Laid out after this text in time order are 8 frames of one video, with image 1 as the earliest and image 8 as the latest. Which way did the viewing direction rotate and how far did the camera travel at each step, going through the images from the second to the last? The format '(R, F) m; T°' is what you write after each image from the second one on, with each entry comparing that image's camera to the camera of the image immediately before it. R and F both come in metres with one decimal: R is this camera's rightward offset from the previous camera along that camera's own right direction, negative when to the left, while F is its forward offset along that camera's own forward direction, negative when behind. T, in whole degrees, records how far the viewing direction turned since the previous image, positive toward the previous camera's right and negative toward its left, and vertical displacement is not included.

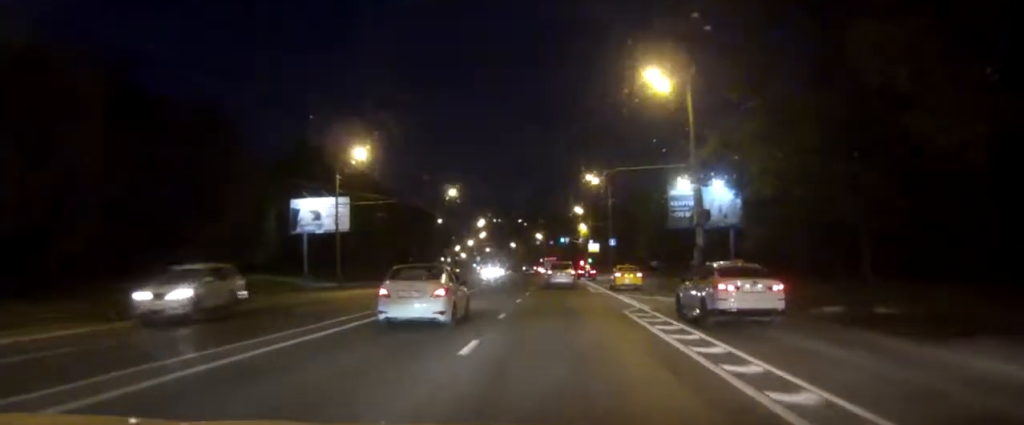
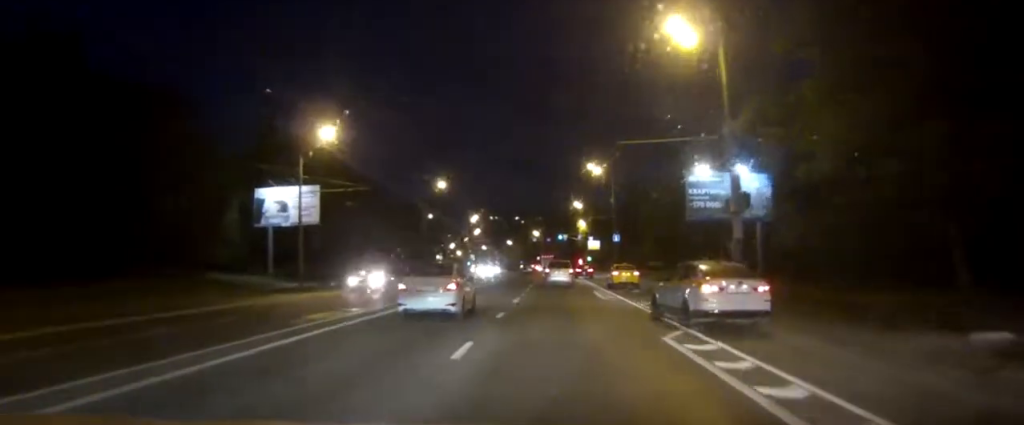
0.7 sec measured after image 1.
(0.0, +8.7) m; 0°
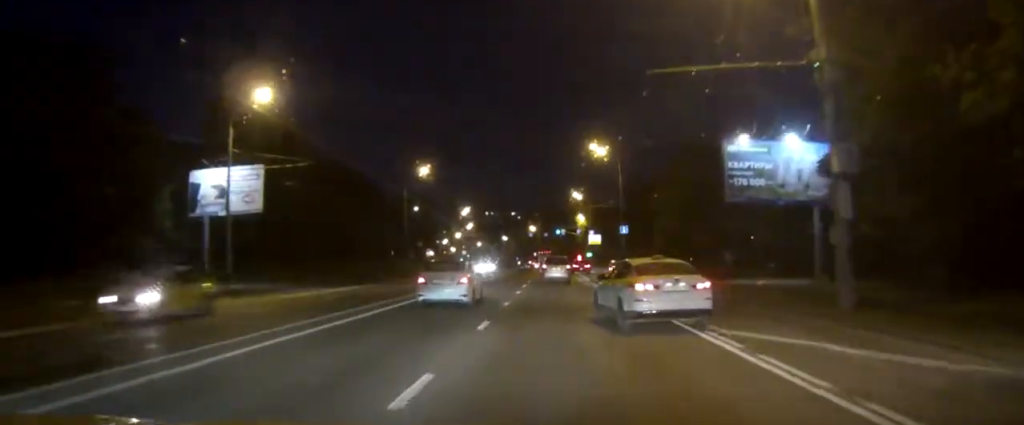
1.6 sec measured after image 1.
(+0.1, +12.0) m; +1°
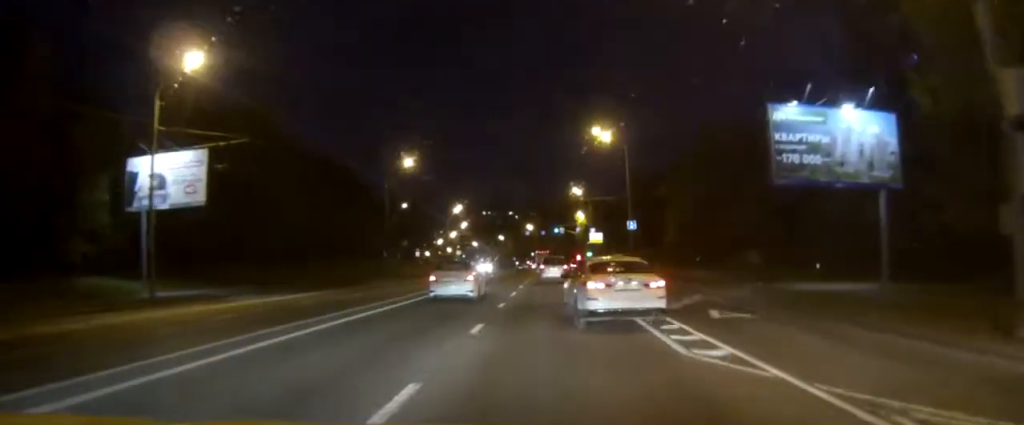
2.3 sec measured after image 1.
(0.0, +8.9) m; 0°
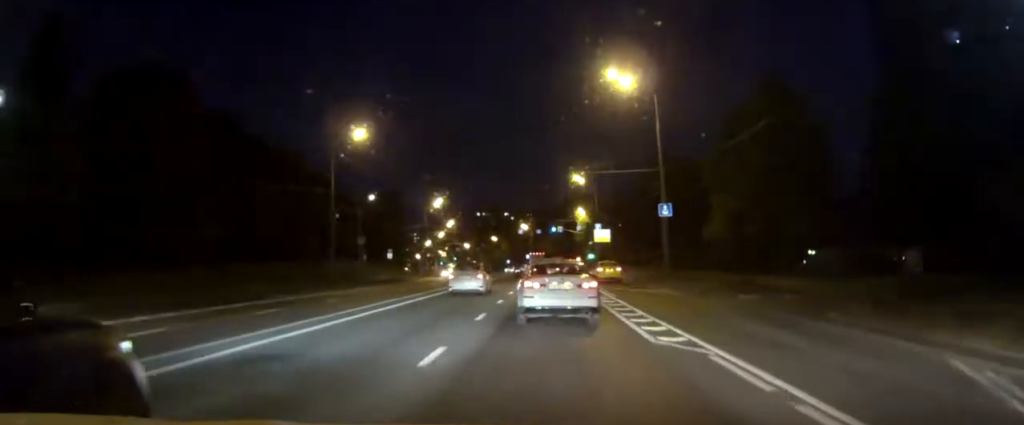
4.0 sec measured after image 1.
(+0.1, +21.1) m; 0°
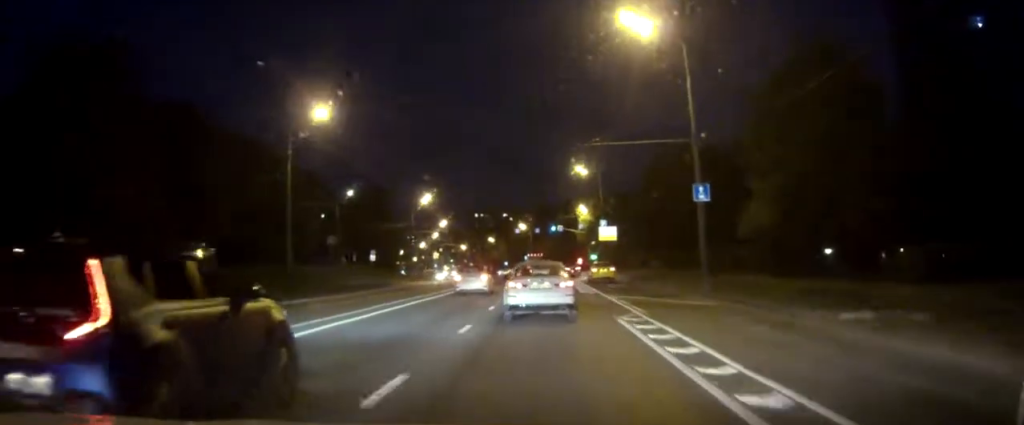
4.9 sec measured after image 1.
(-0.1, +10.8) m; -1°
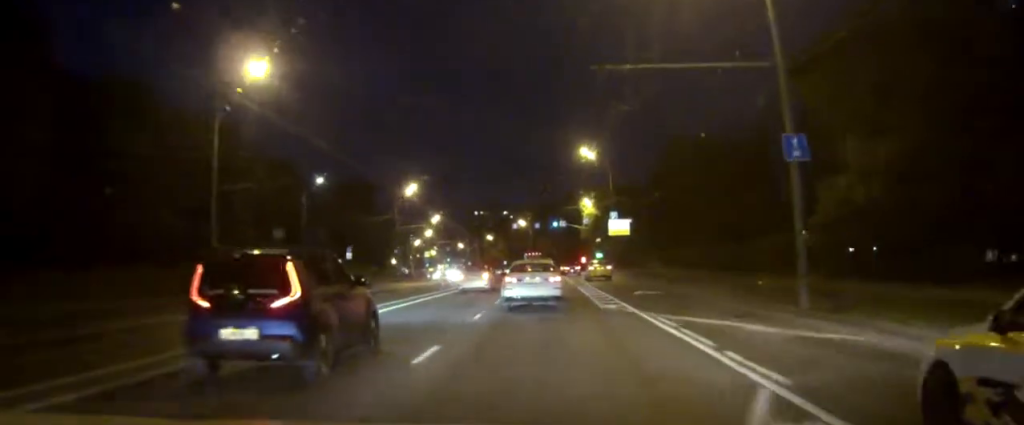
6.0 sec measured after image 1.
(-0.1, +12.8) m; 0°
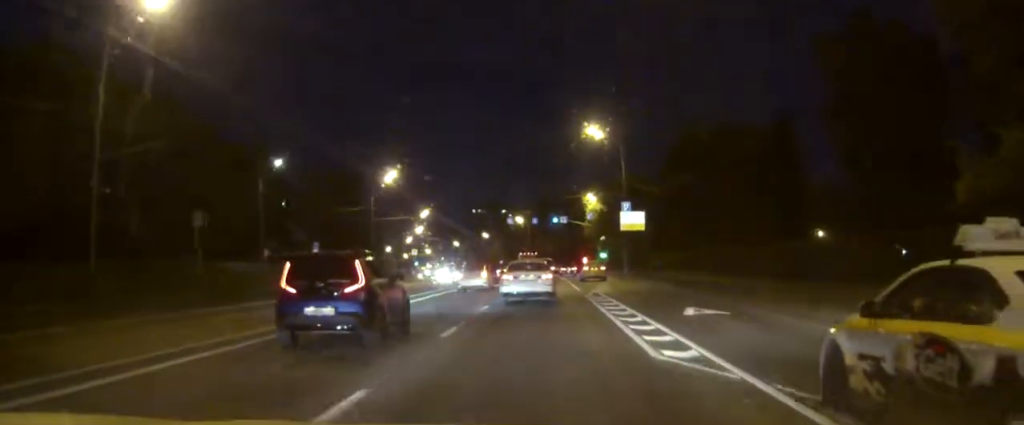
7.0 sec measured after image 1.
(0.0, +12.5) m; 0°
